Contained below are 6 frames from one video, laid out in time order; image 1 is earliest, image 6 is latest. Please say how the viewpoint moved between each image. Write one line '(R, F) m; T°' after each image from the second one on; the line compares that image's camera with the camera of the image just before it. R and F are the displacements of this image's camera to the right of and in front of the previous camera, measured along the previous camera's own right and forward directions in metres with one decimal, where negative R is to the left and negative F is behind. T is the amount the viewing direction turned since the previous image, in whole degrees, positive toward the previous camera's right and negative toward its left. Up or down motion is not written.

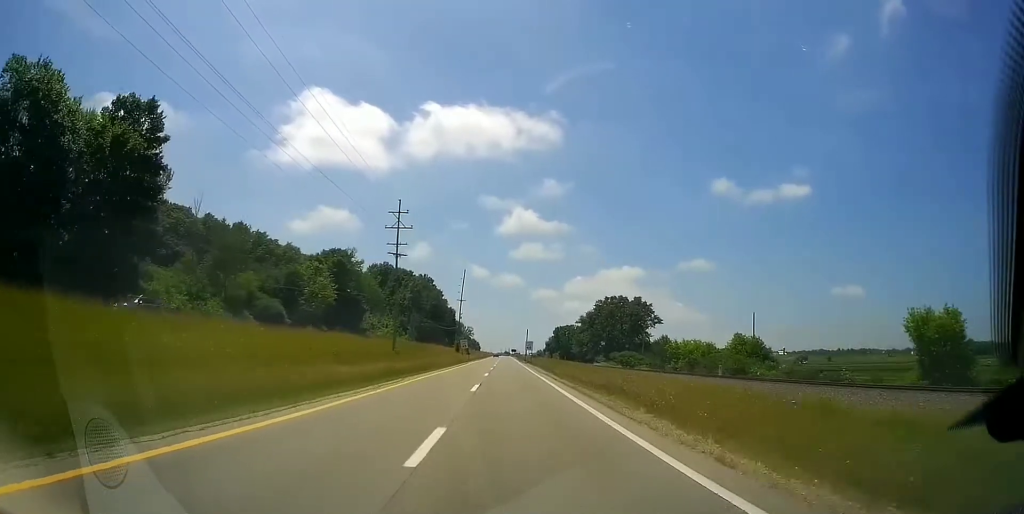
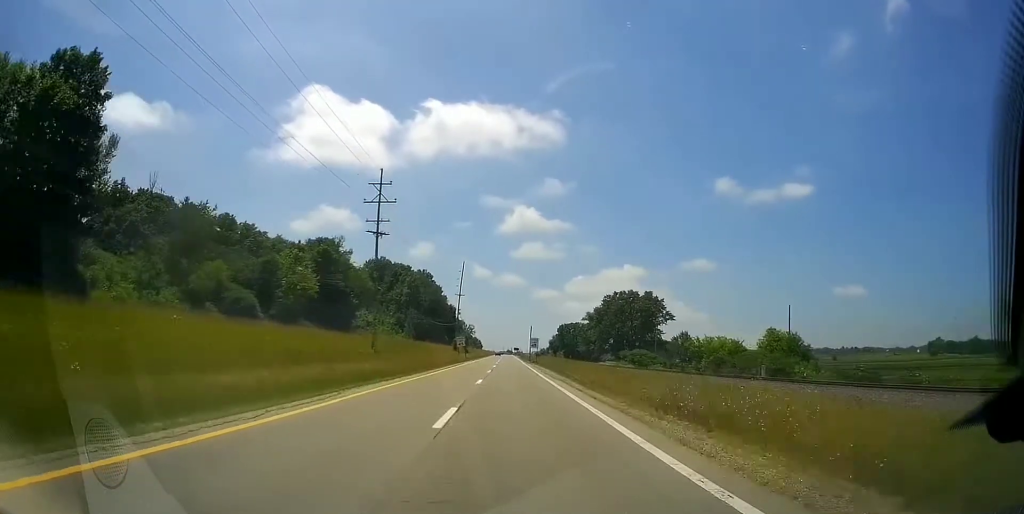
(0.0, +11.8) m; 0°
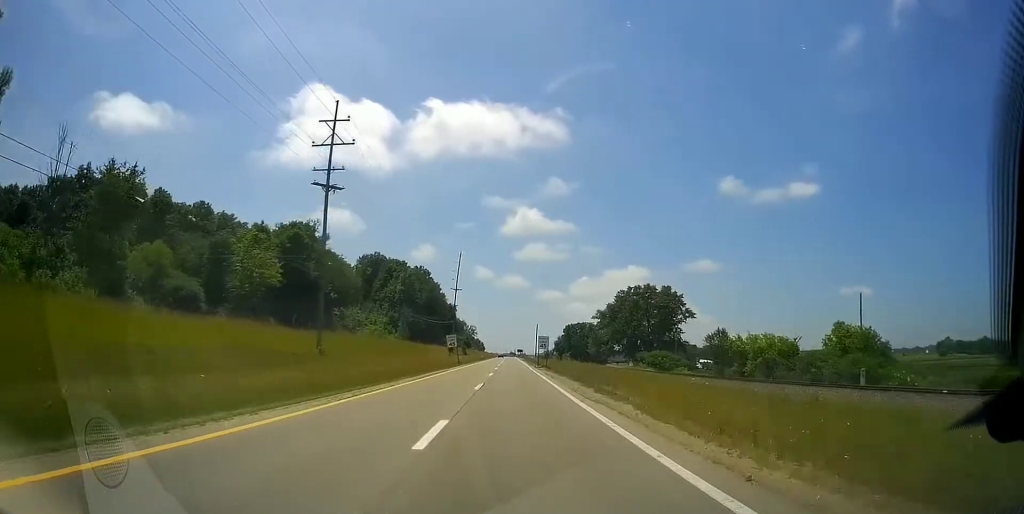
(-0.2, +17.0) m; -1°
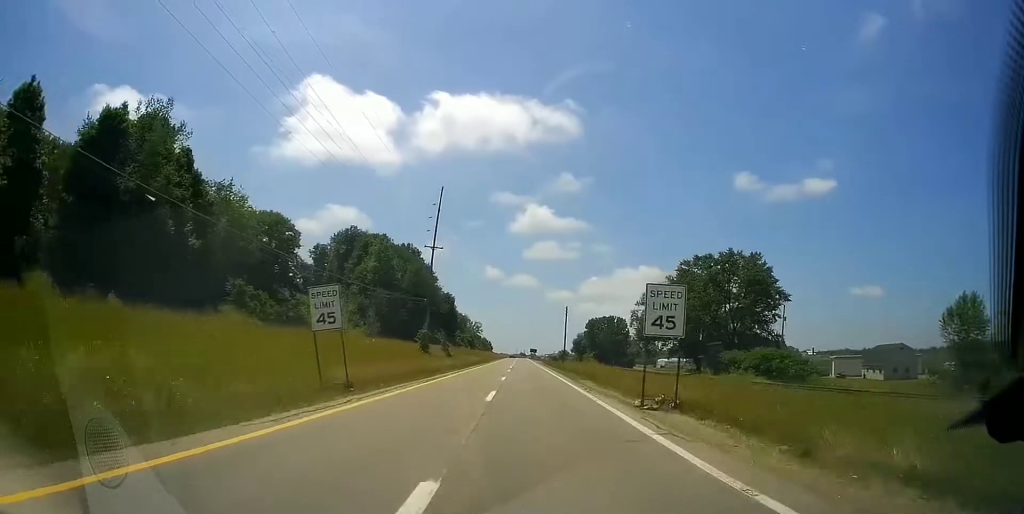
(-0.2, +52.7) m; 0°
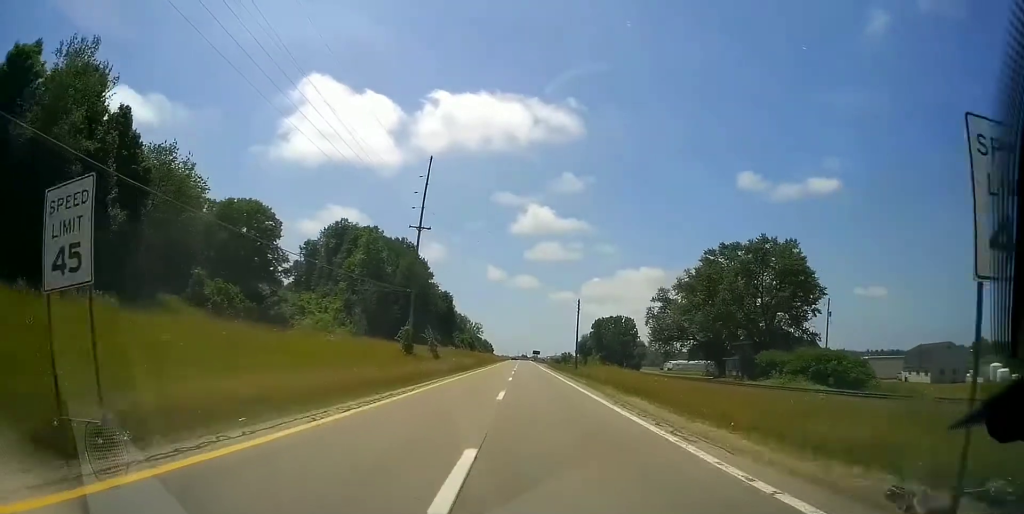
(0.0, +13.4) m; 0°
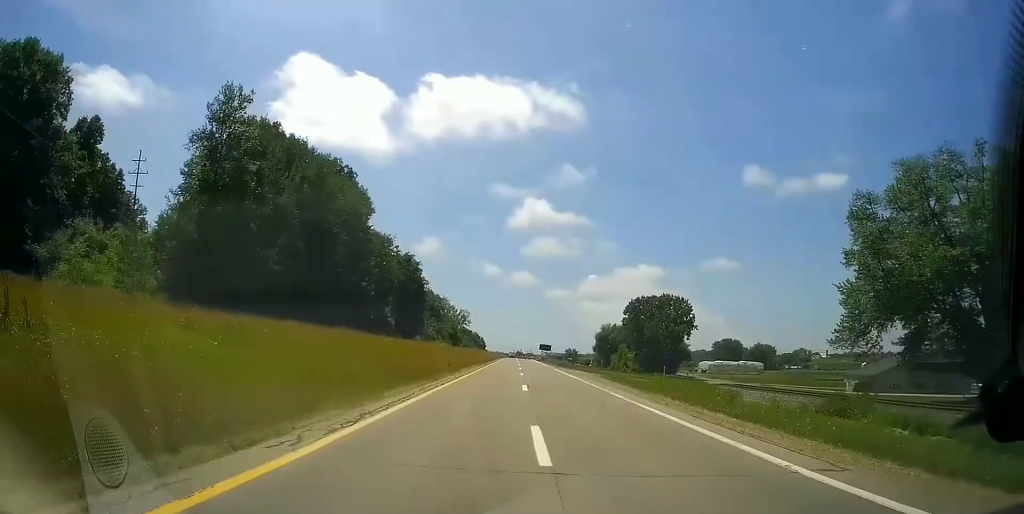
(-0.9, +72.8) m; -1°
